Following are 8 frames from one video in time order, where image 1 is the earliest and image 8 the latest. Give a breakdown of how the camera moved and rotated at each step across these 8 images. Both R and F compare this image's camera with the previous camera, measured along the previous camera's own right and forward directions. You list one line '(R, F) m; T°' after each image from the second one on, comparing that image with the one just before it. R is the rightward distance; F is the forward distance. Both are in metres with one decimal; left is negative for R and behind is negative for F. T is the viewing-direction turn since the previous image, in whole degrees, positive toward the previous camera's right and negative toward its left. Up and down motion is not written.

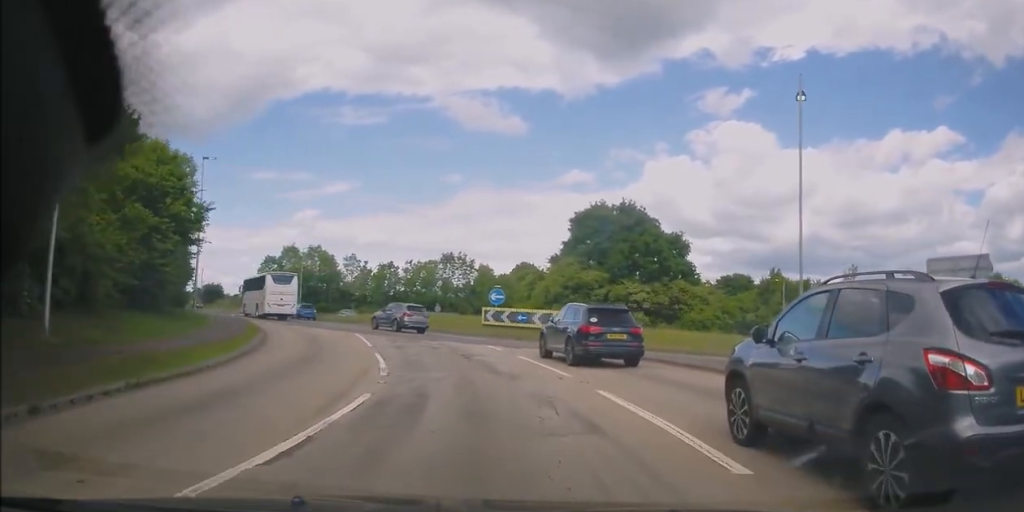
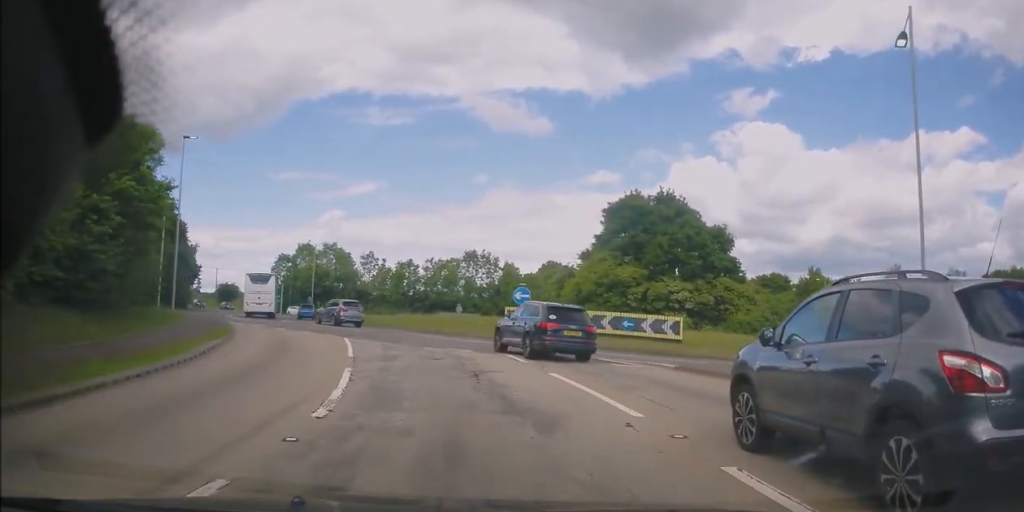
(-0.1, +5.6) m; -4°
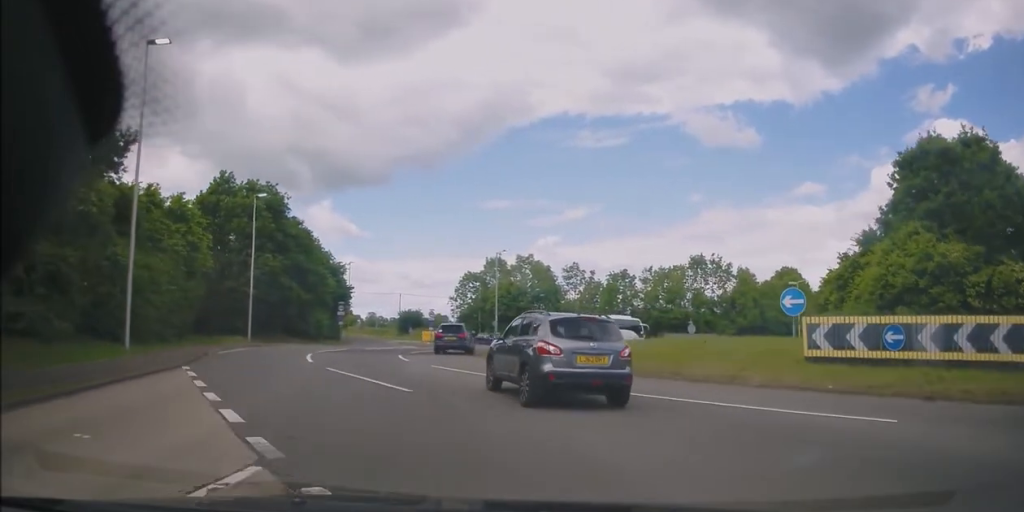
(-3.1, +19.1) m; -24°
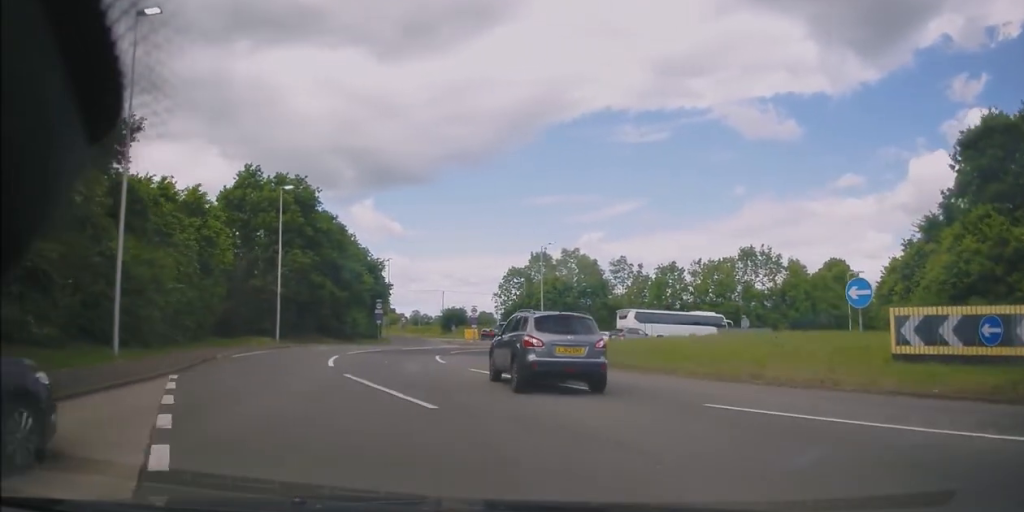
(-0.1, +2.8) m; -3°
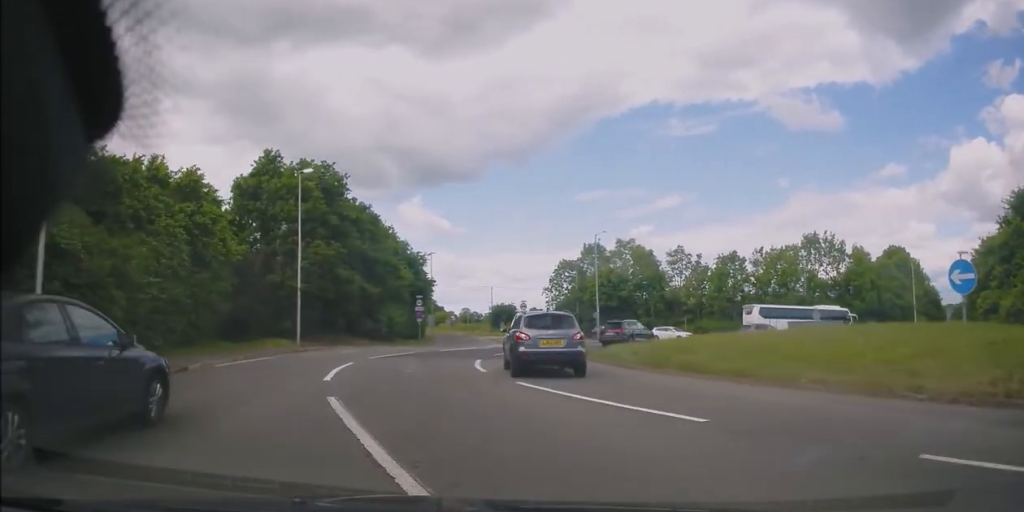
(-0.3, +5.2) m; -4°
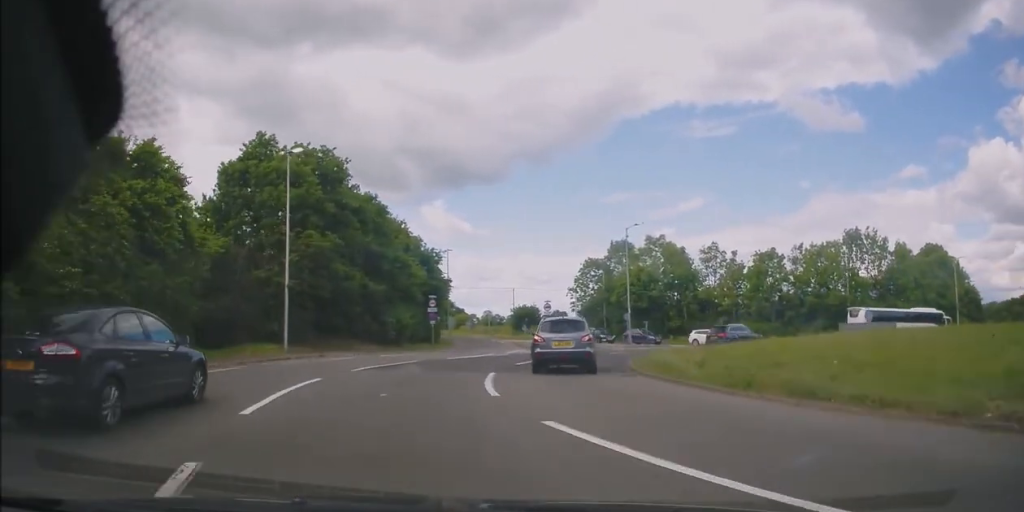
(-0.1, +5.6) m; 0°
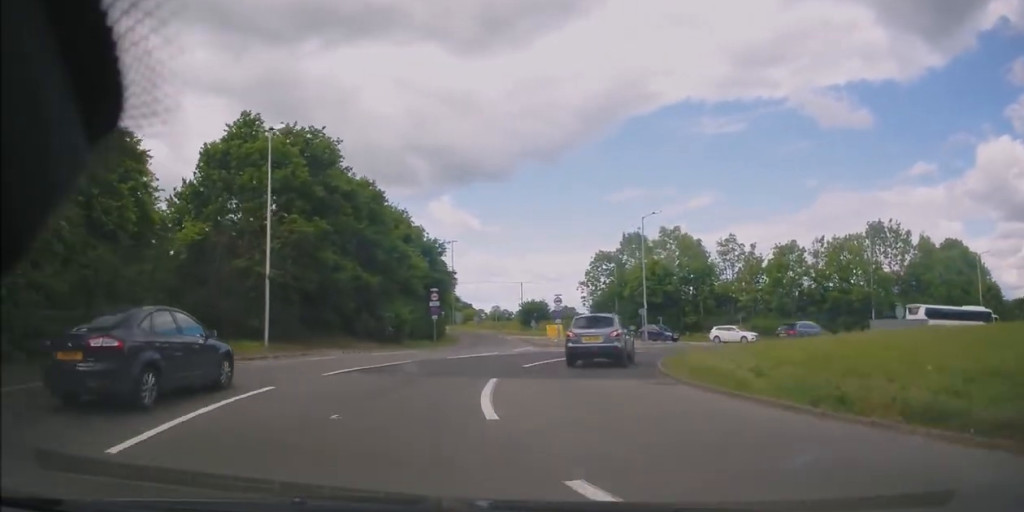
(0.0, +3.5) m; +1°
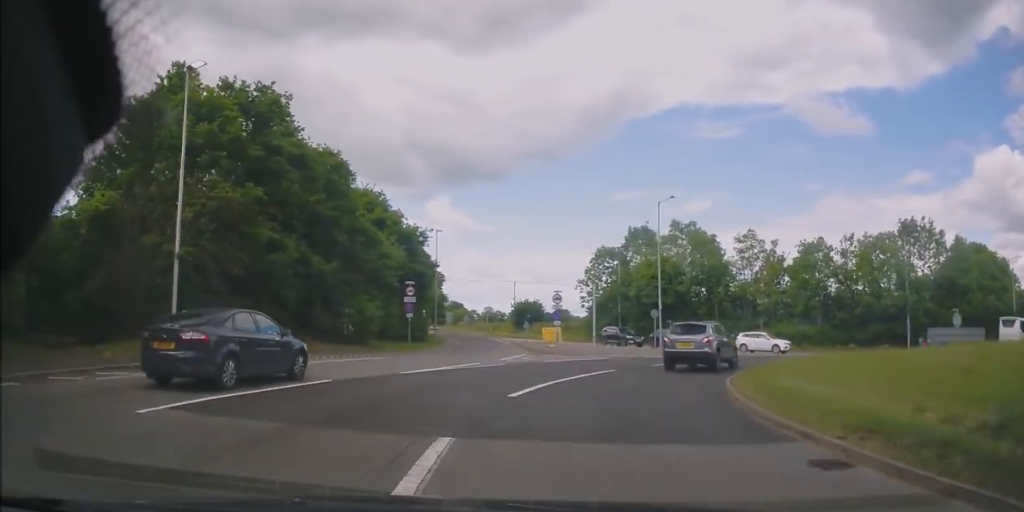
(0.0, +7.5) m; +4°
